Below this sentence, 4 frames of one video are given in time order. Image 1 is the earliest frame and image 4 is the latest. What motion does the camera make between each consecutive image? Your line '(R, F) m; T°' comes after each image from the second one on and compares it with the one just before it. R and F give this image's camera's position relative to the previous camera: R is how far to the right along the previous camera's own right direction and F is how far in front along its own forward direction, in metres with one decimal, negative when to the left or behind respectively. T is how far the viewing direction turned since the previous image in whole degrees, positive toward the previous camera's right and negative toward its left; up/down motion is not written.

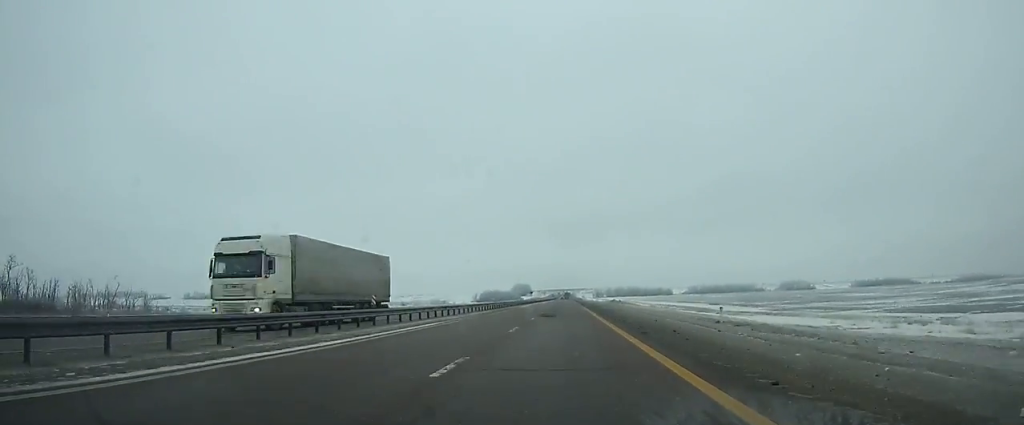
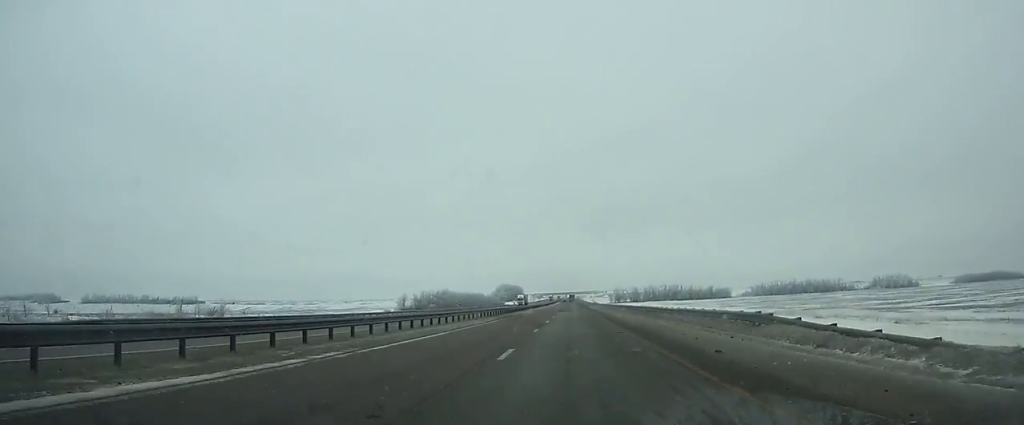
(-0.9, +218.0) m; 0°
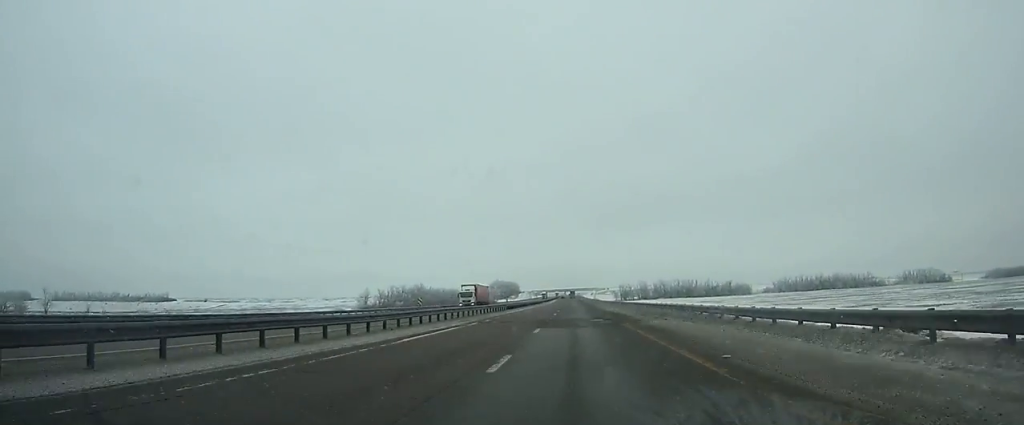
(0.0, +46.9) m; 0°
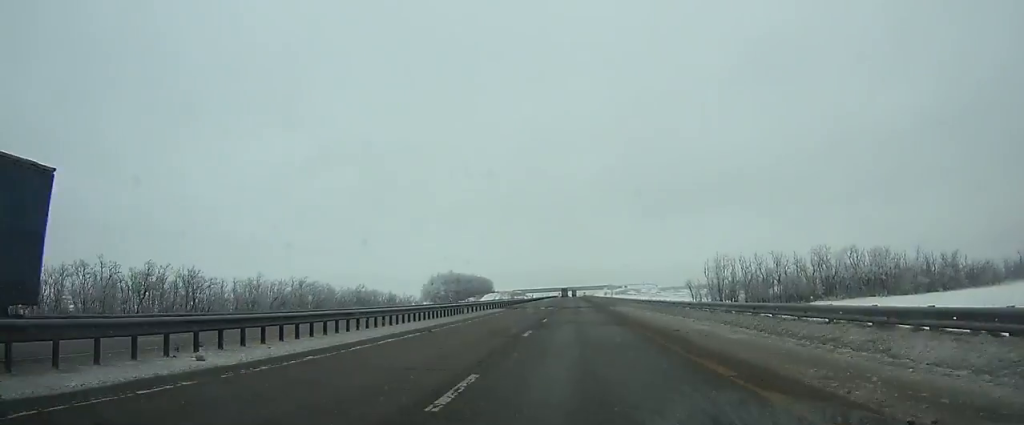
(+0.4, +211.7) m; 0°
